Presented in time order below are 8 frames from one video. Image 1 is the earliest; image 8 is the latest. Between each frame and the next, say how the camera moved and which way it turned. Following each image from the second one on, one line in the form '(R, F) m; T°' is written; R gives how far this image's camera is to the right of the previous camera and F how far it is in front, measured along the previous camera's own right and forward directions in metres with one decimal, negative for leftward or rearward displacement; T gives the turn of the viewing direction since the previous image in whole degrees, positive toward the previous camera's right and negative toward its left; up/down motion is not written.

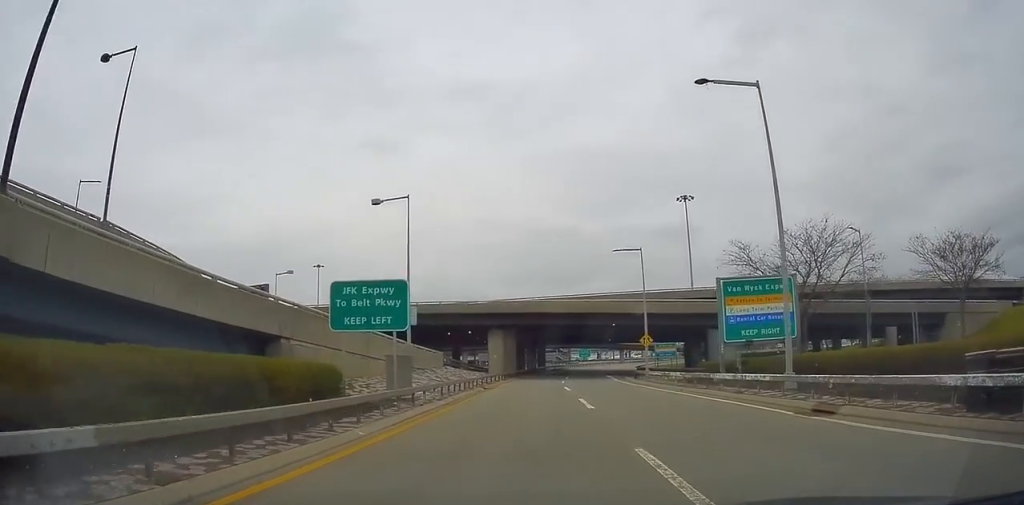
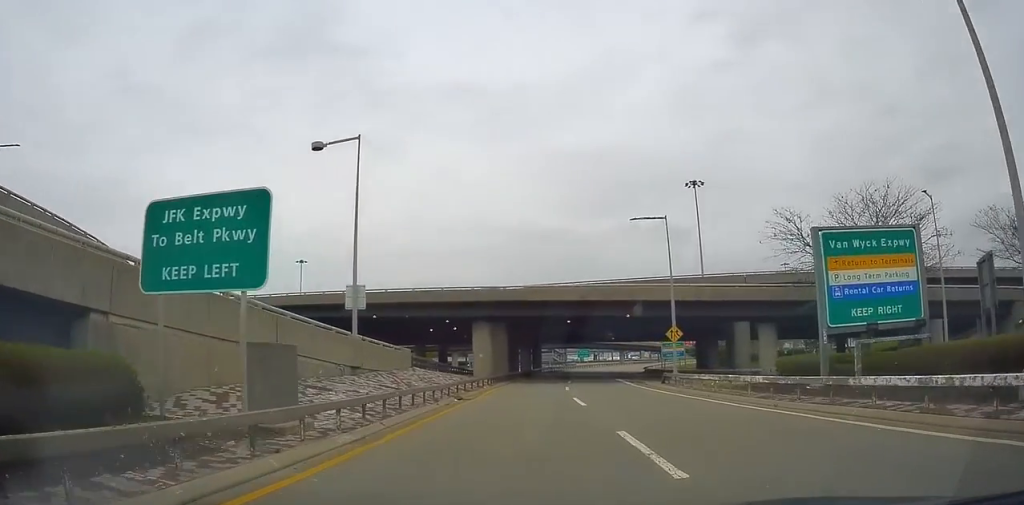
(+0.2, +8.4) m; +1°
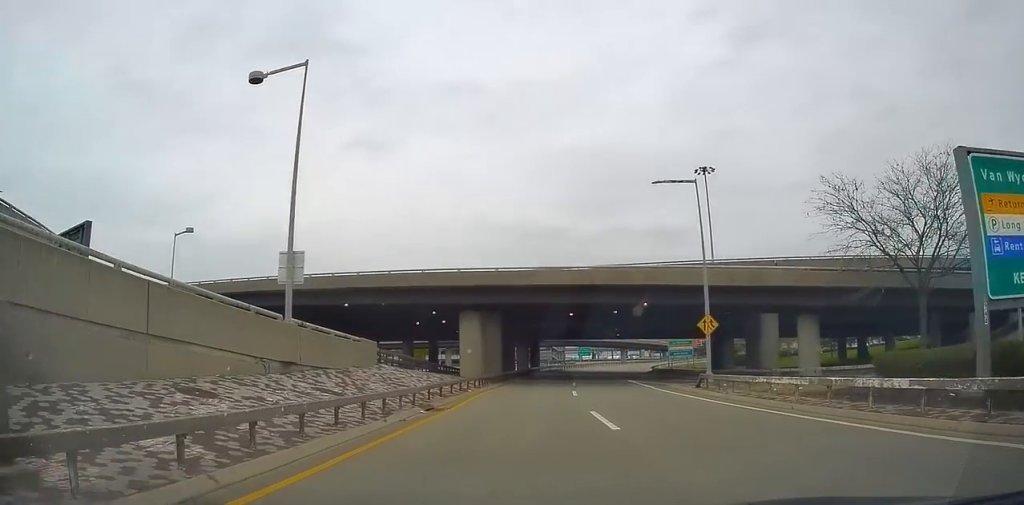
(-0.1, +5.9) m; -1°
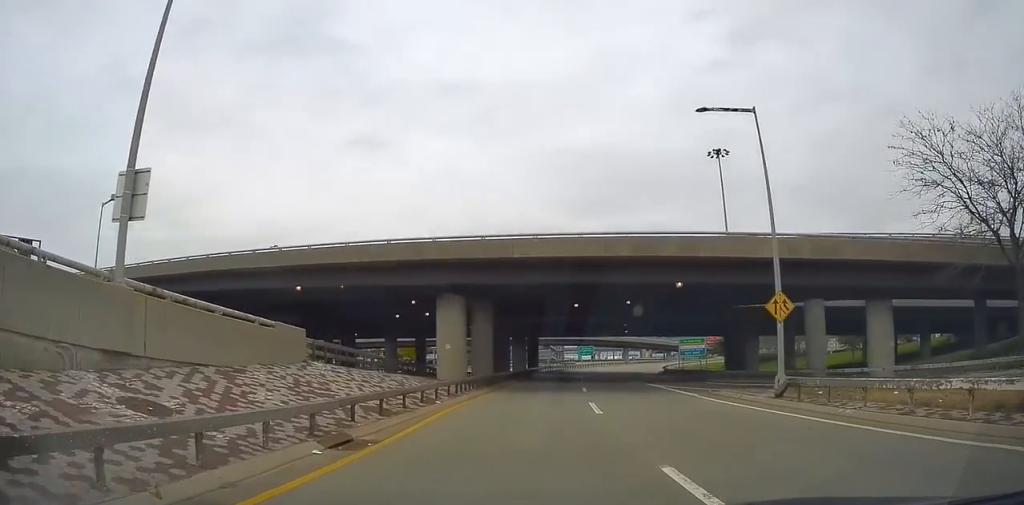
(-0.1, +7.7) m; -1°
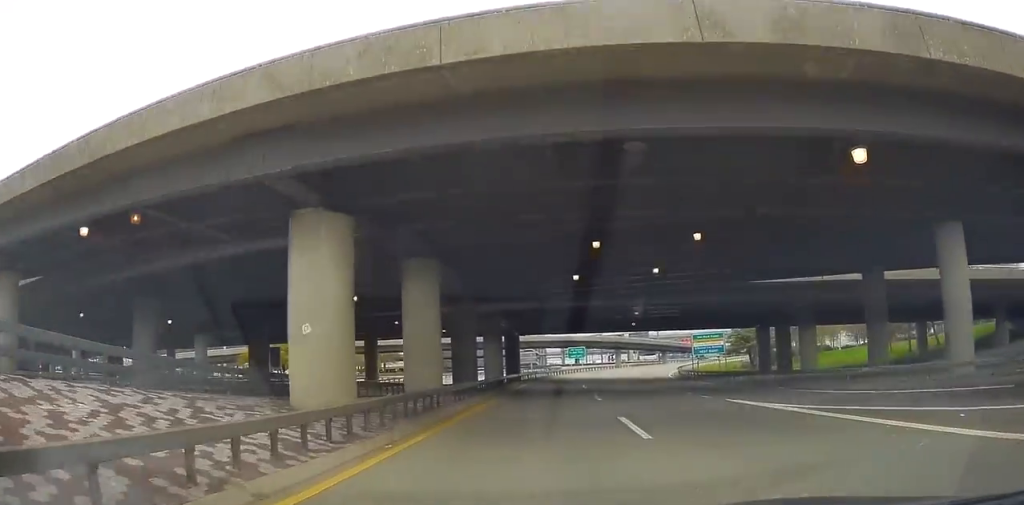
(-0.3, +15.9) m; -1°
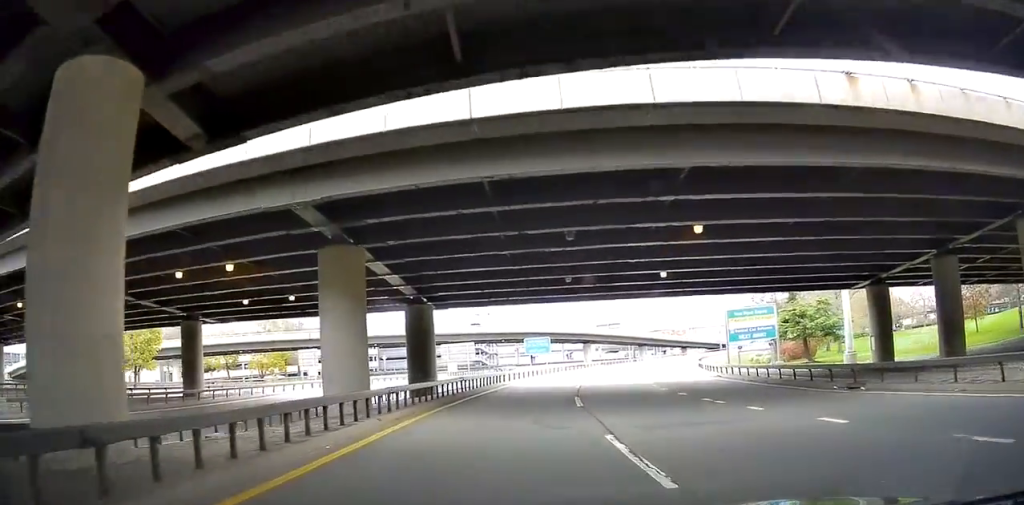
(+0.6, +27.0) m; +3°
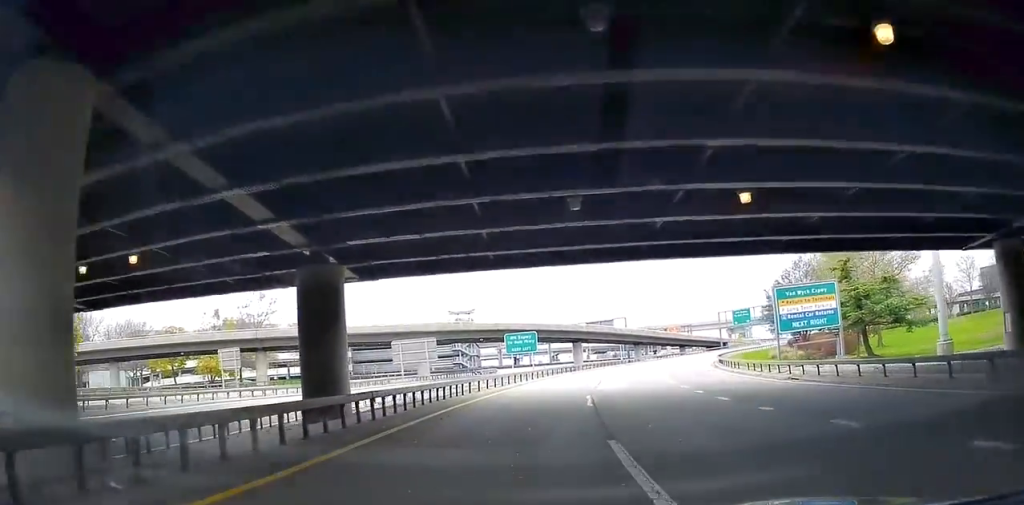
(+0.2, +11.8) m; +1°
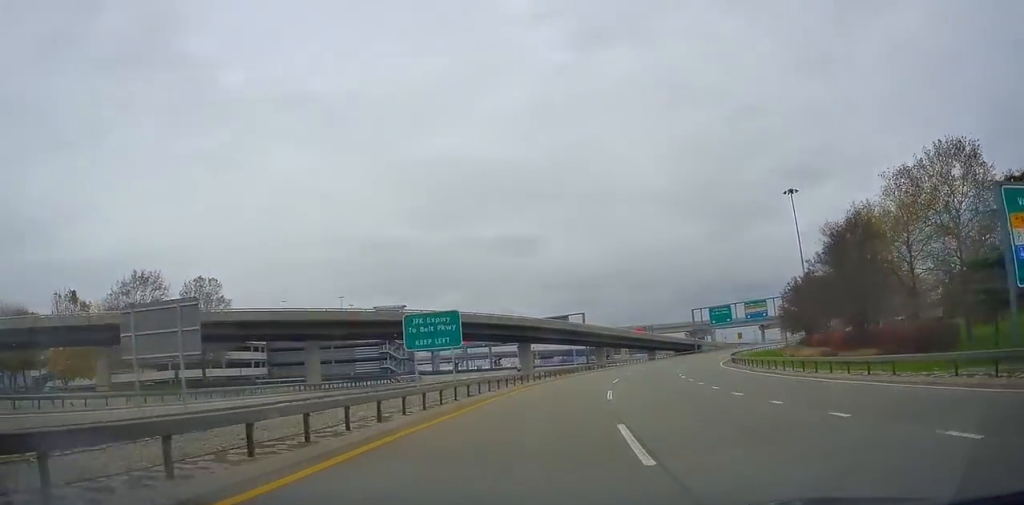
(+0.3, +21.5) m; +1°
